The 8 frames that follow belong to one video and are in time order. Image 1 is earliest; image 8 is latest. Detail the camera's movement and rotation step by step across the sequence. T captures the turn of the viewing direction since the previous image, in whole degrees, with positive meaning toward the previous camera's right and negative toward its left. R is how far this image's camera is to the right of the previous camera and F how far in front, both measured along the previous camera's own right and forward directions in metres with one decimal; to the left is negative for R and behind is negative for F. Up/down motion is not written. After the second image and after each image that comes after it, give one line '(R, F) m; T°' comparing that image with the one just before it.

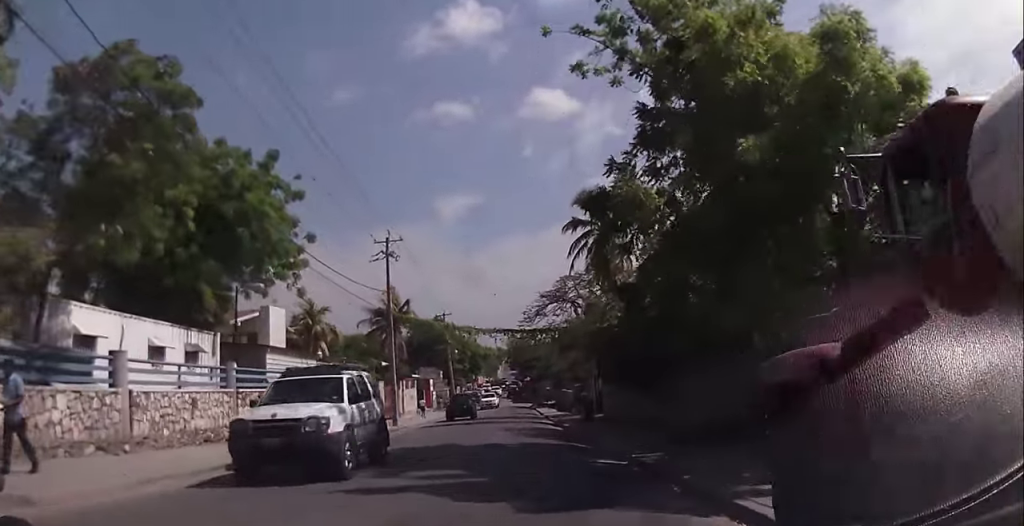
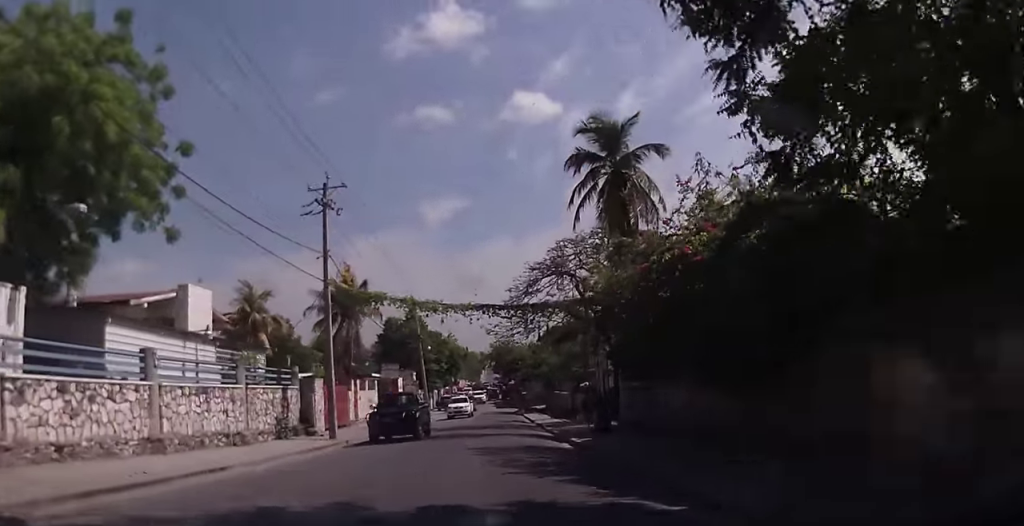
(+0.2, +10.3) m; 0°
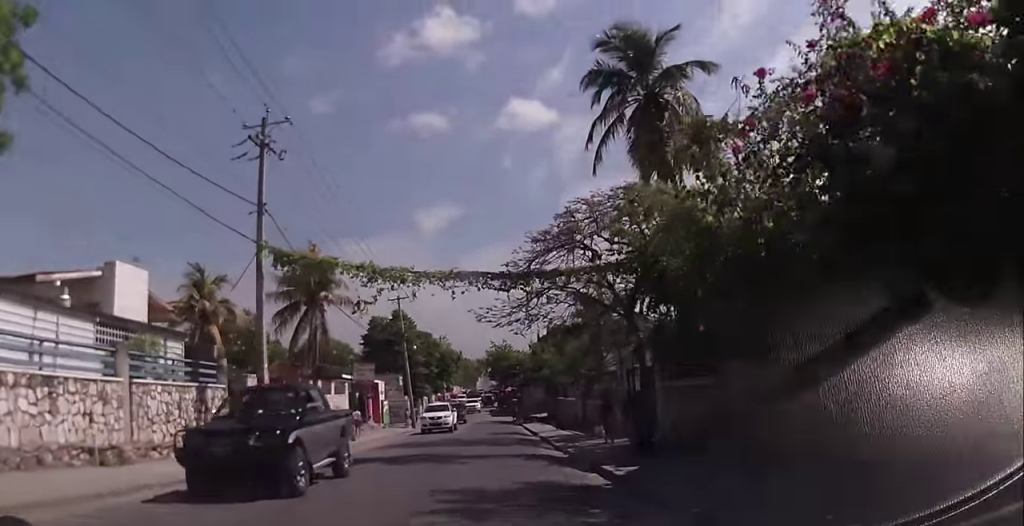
(0.0, +7.6) m; -2°
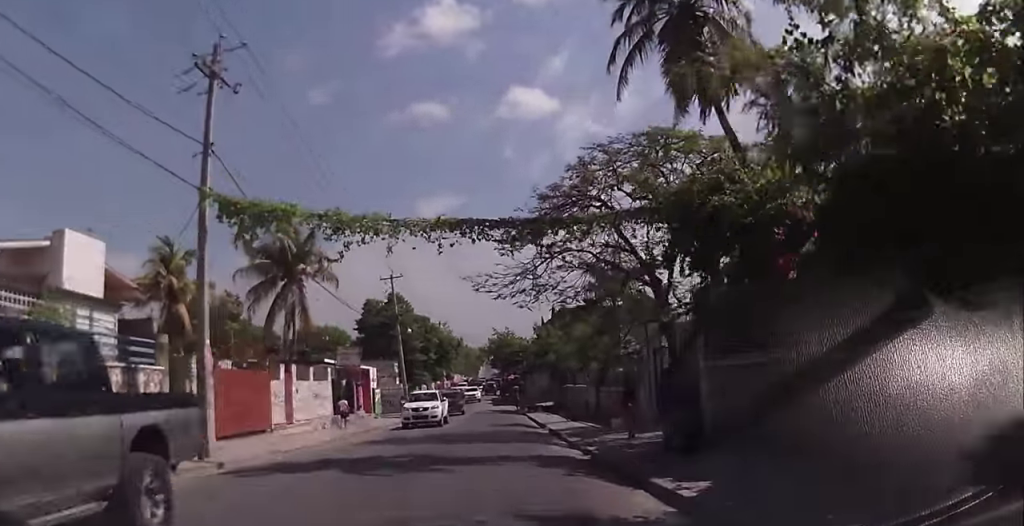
(-0.1, +4.3) m; -1°
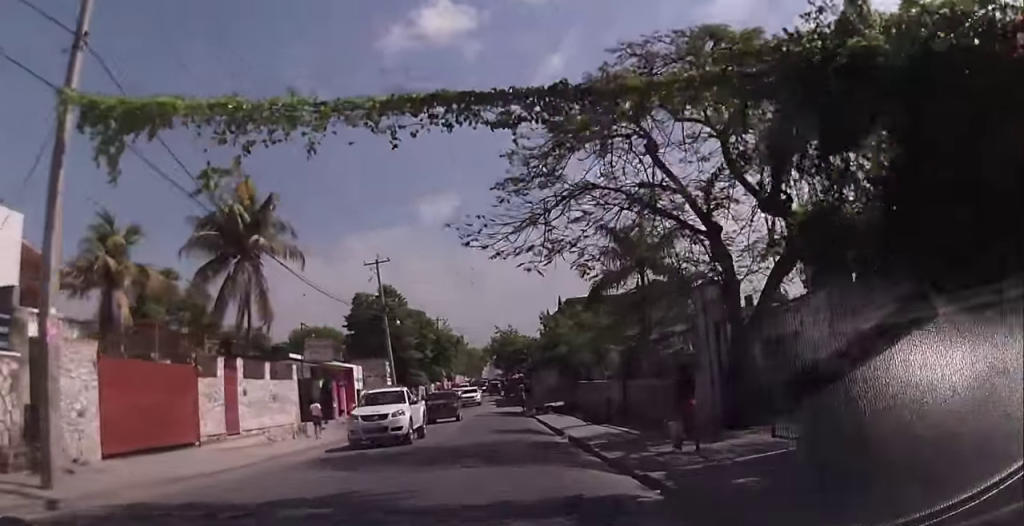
(-0.1, +6.1) m; 0°
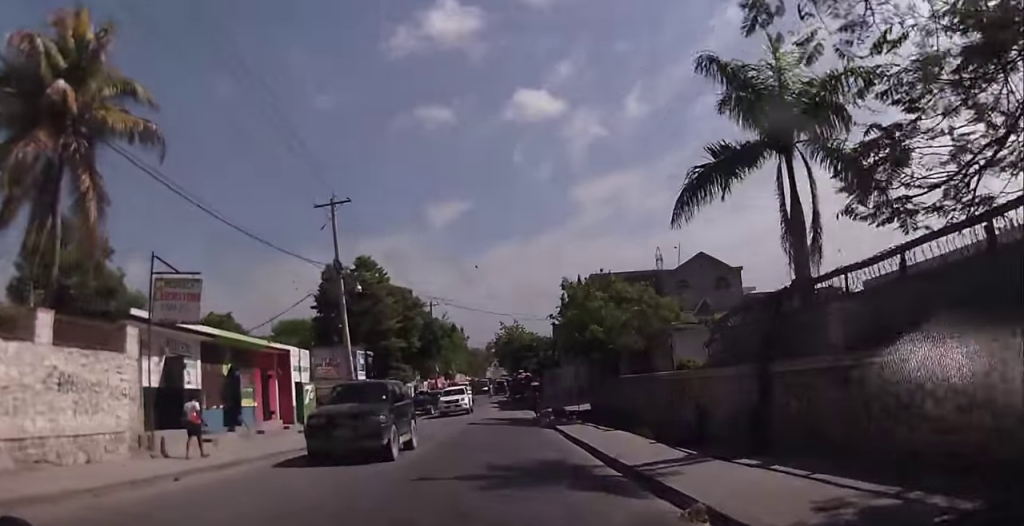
(+0.3, +13.1) m; +3°
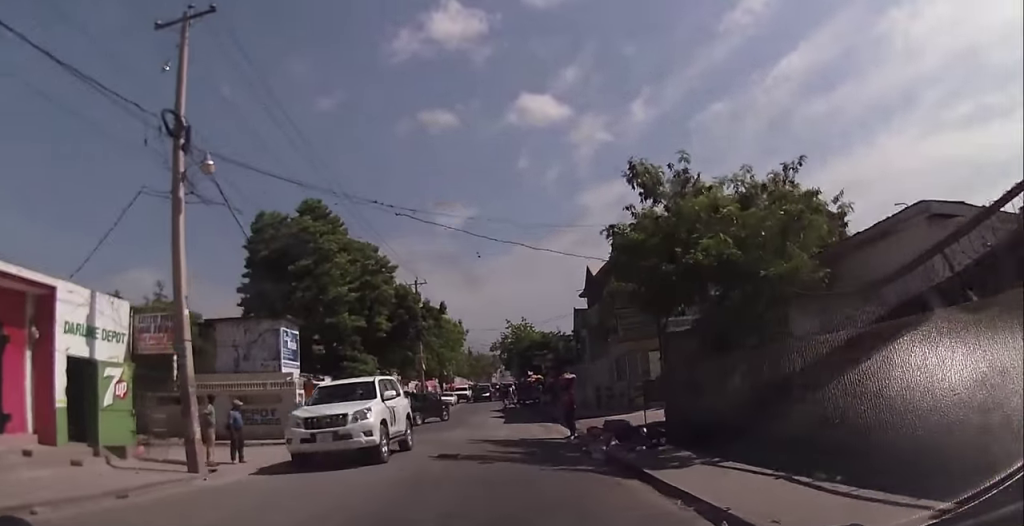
(-0.1, +16.0) m; -2°
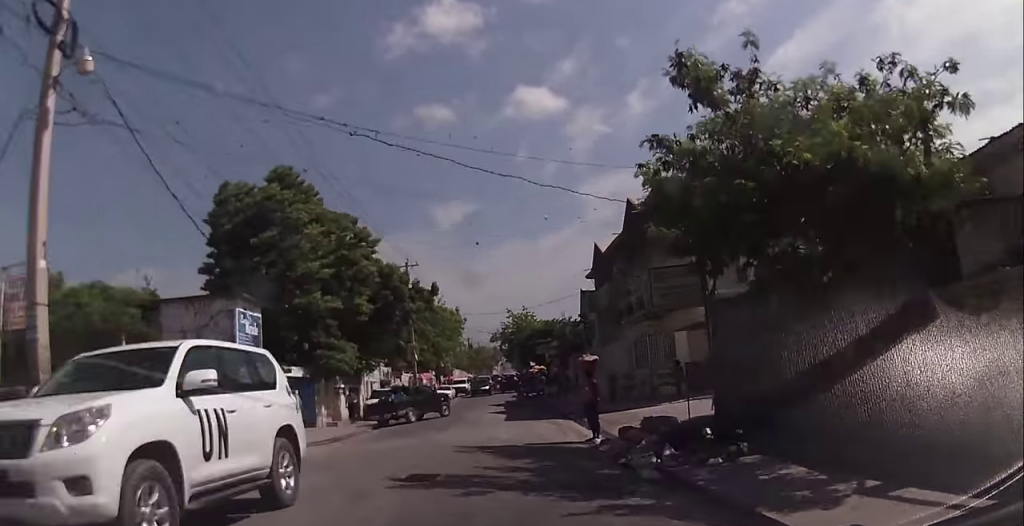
(0.0, +4.8) m; 0°
